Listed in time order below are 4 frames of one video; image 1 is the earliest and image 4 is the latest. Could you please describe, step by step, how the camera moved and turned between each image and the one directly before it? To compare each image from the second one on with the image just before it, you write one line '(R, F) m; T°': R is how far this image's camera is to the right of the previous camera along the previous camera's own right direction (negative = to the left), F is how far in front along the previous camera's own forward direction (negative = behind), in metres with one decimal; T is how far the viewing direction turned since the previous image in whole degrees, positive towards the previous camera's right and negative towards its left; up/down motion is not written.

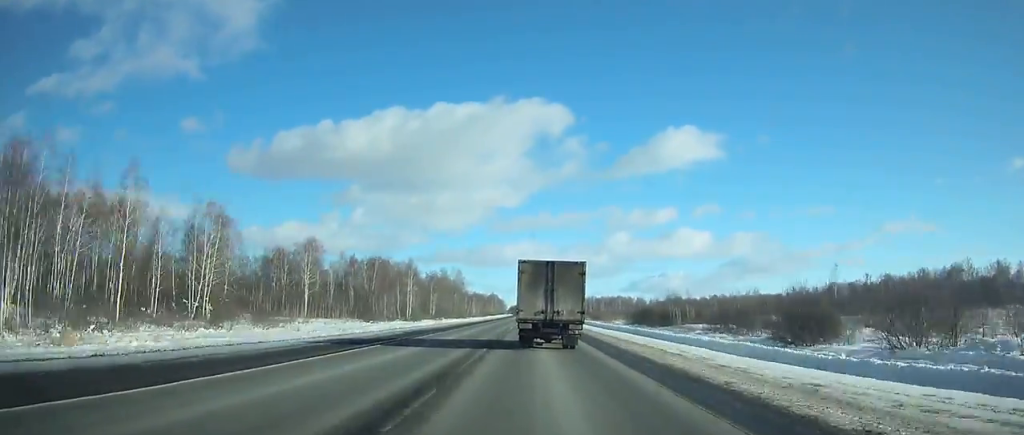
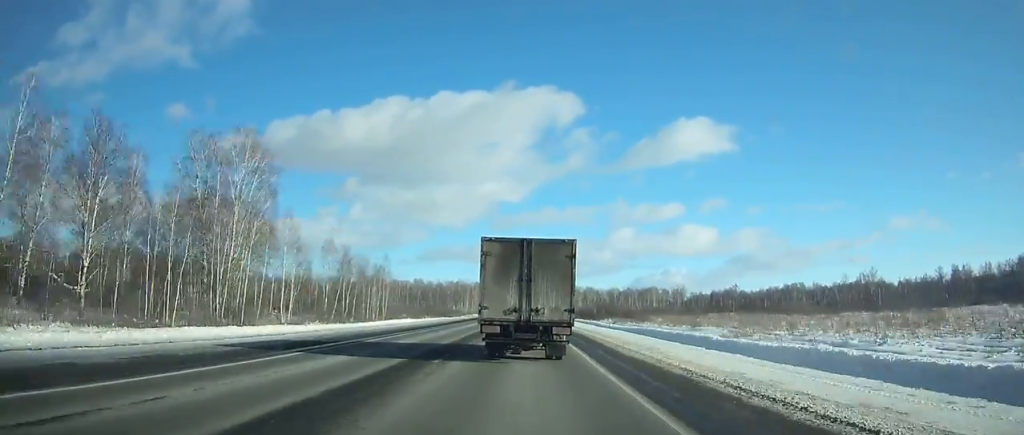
(0.0, +209.1) m; 0°
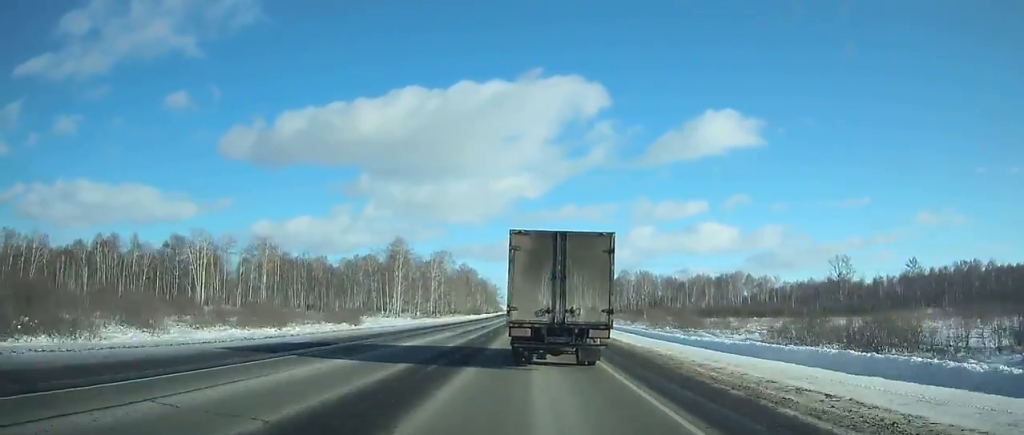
(-0.7, +188.8) m; -1°
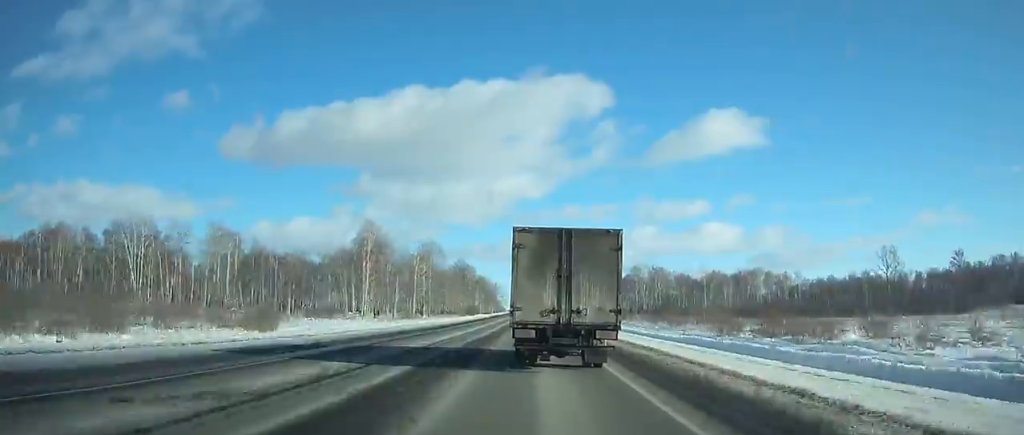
(-0.1, +25.6) m; 0°
